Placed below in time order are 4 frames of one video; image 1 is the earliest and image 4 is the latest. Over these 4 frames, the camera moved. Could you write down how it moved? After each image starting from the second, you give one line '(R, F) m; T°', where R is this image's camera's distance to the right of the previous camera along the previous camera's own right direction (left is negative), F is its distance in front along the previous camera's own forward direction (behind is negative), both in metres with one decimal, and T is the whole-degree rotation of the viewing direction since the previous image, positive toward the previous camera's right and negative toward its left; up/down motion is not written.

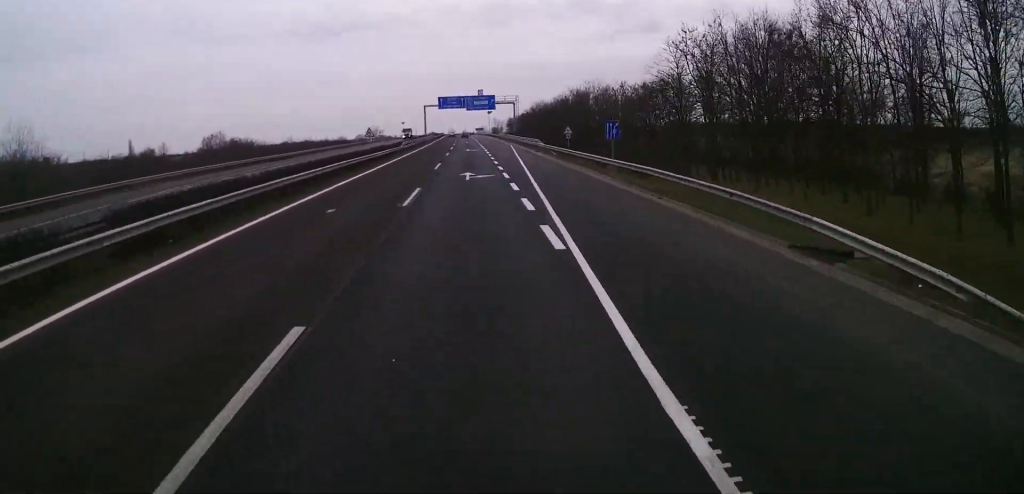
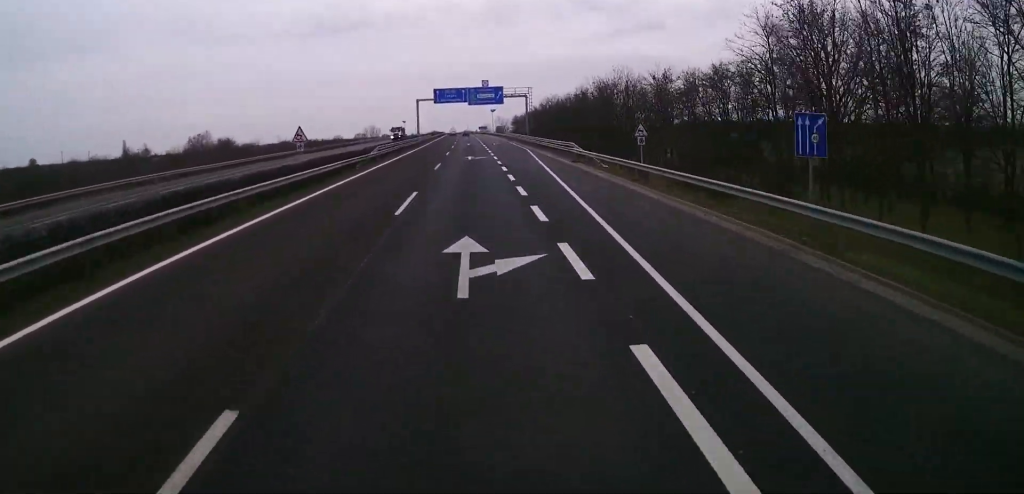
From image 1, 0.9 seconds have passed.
(0.0, +20.7) m; -1°
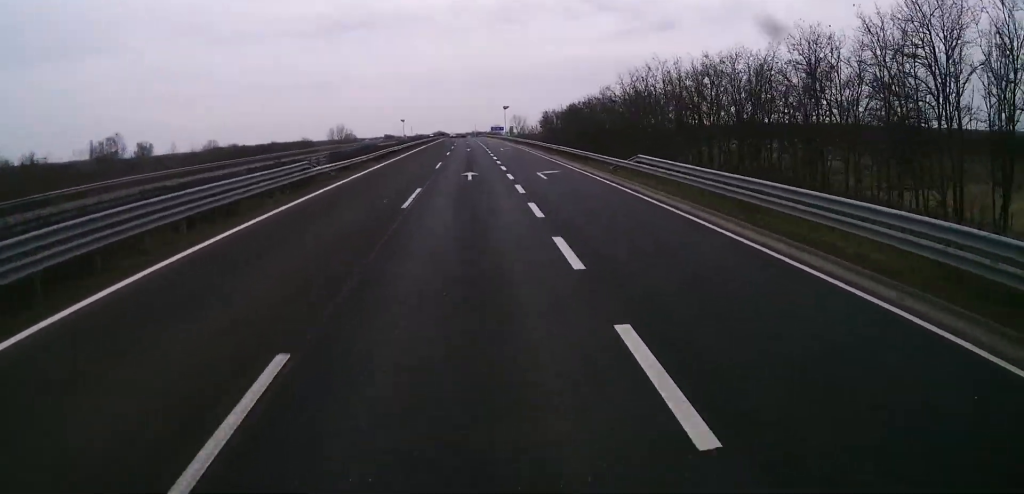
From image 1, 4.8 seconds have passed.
(+0.3, +88.8) m; 0°
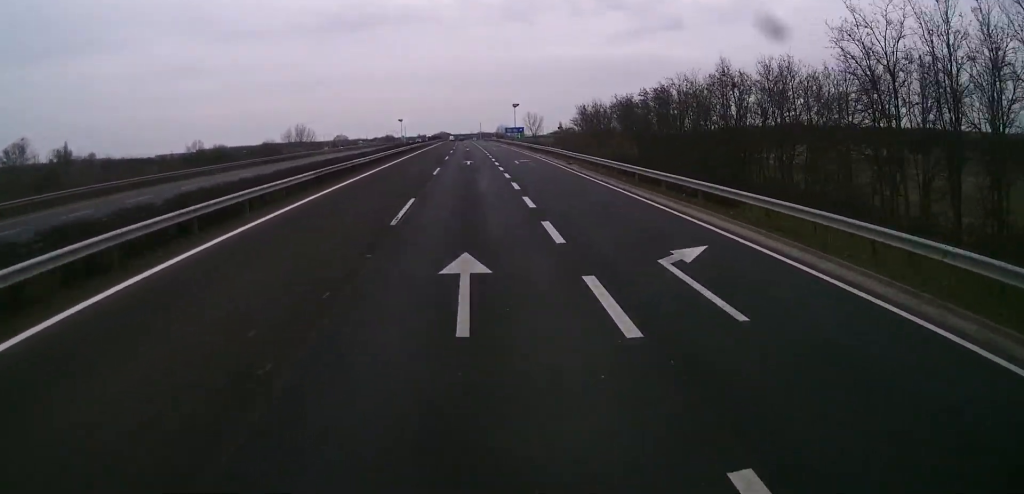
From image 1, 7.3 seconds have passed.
(-0.3, +56.9) m; 0°
